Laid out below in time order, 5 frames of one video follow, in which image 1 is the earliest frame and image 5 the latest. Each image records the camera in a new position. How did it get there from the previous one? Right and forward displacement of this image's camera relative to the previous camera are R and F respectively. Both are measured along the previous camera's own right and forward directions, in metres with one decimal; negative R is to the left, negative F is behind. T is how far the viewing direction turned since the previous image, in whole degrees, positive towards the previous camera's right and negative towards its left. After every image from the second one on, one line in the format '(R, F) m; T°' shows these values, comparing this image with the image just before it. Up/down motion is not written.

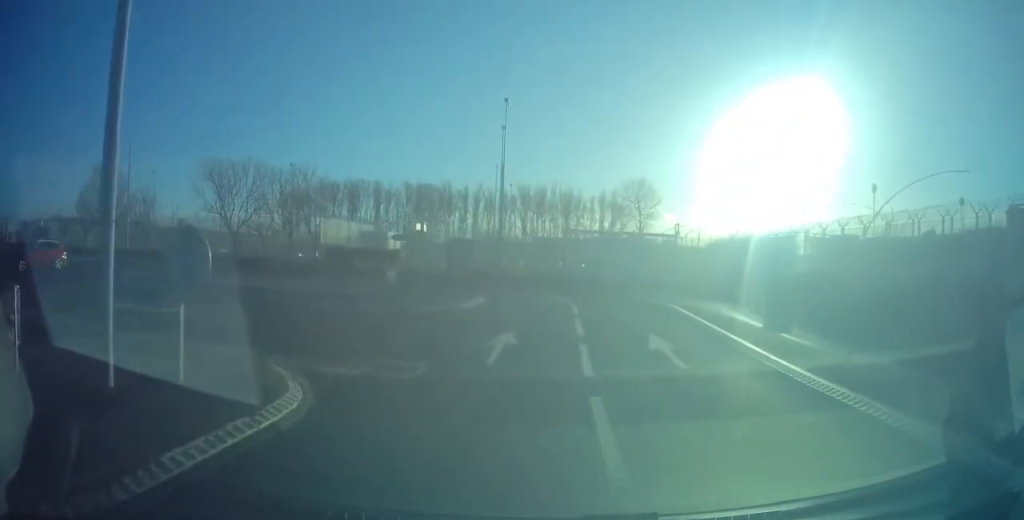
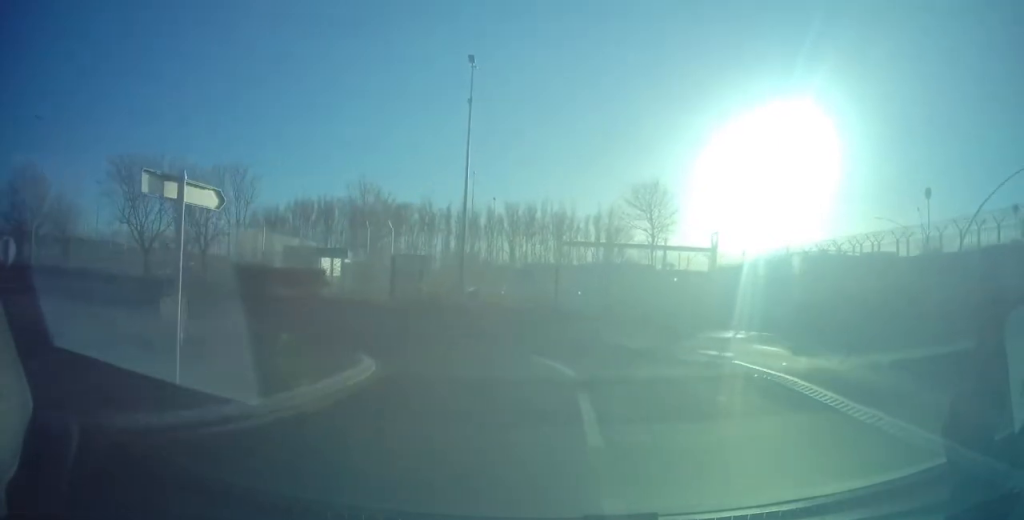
(+0.4, +11.6) m; +2°
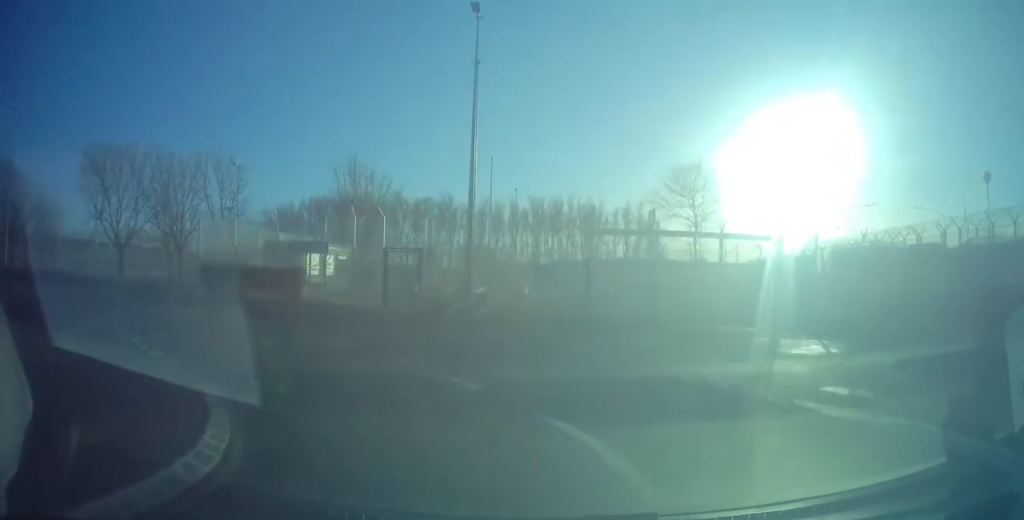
(+0.1, +5.7) m; -3°
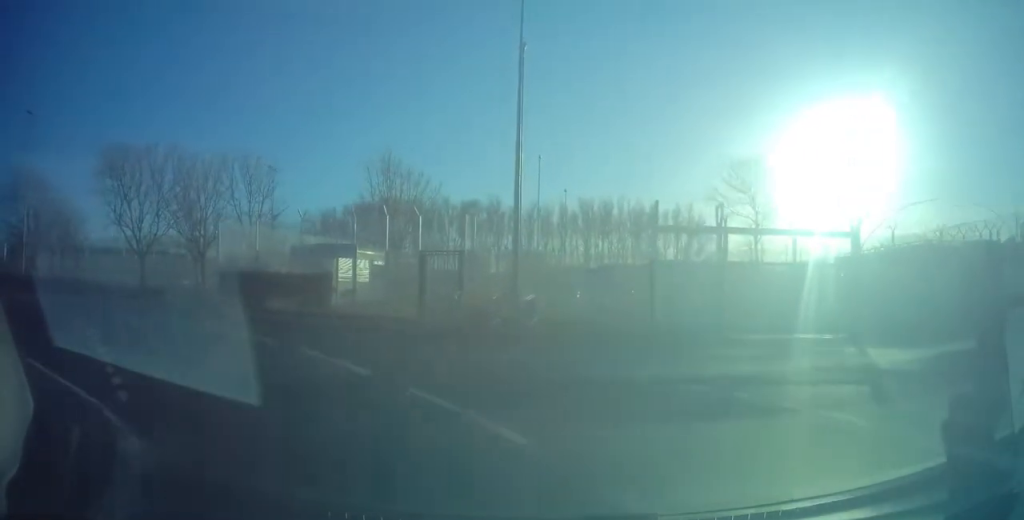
(-0.1, +2.6) m; -6°
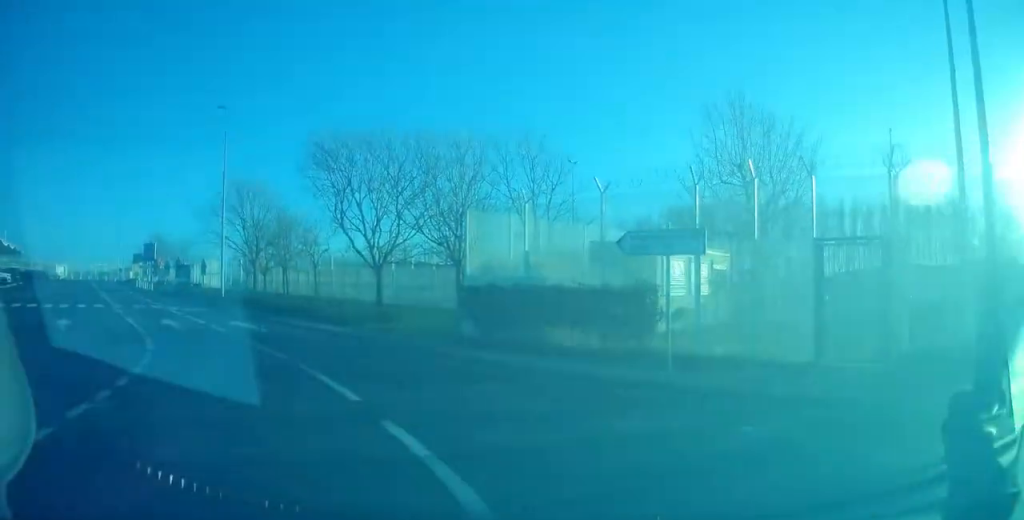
(-2.3, +9.1) m; -31°
